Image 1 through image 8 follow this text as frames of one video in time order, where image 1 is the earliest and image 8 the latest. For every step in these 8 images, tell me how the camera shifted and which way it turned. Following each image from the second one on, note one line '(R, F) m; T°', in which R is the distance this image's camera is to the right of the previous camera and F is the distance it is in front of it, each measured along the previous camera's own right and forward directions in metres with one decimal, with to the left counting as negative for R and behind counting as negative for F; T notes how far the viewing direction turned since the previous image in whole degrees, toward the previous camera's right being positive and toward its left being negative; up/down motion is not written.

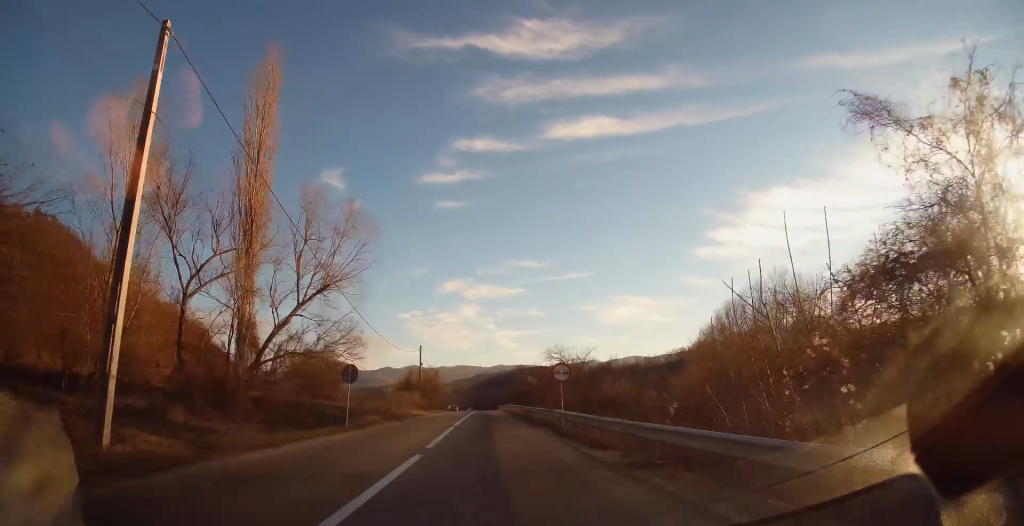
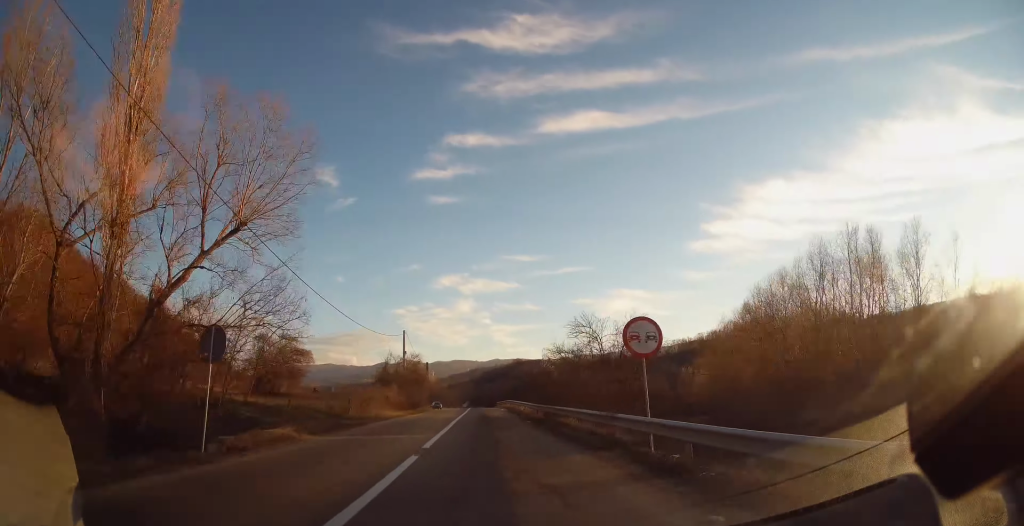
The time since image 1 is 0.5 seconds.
(0.0, +11.3) m; 0°
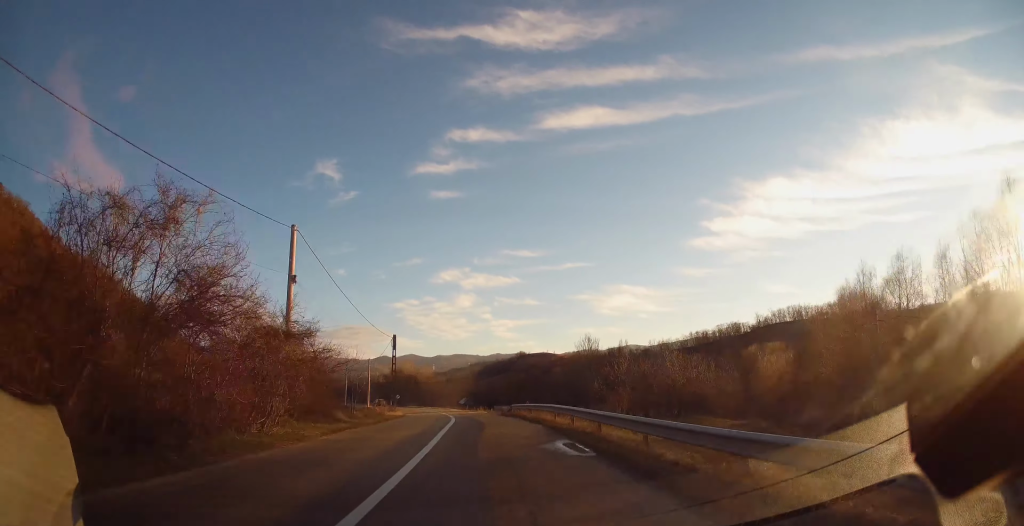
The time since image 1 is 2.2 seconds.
(+0.1, +36.3) m; -1°
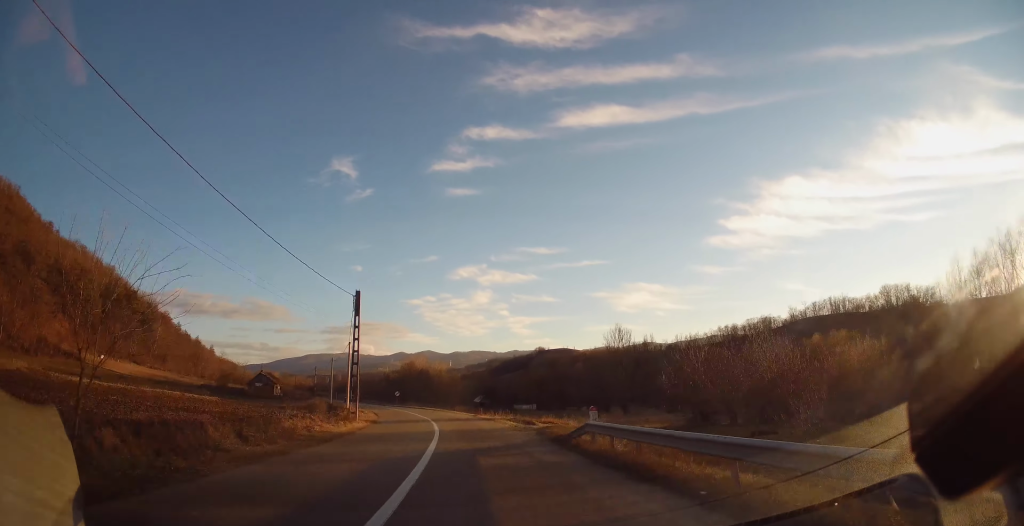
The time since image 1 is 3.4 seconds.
(-0.6, +24.9) m; -4°
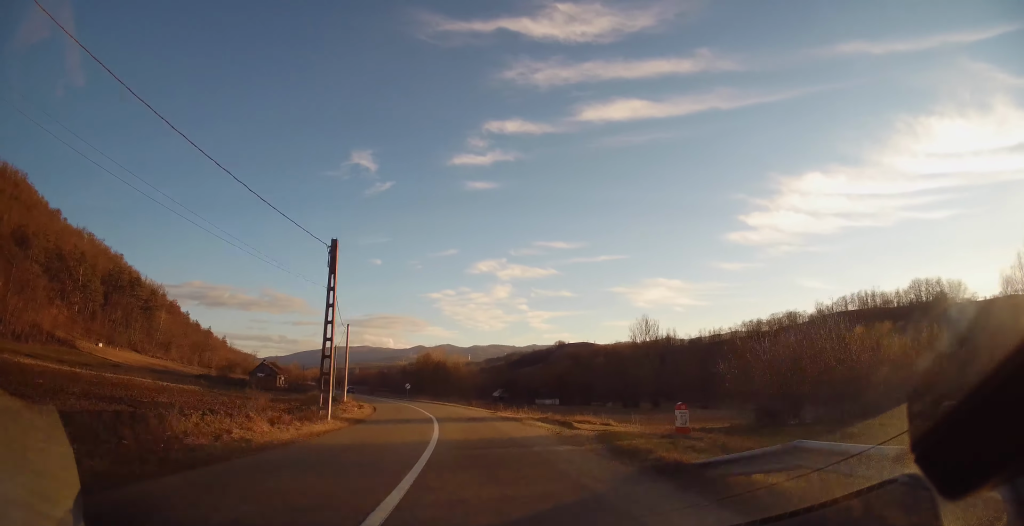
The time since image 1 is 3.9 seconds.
(+0.1, +10.2) m; -2°
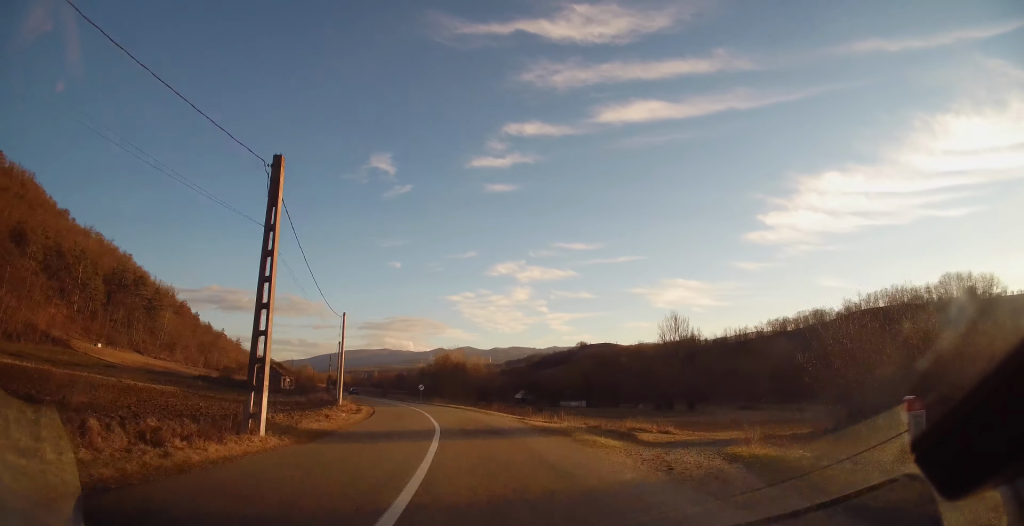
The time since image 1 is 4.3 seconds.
(-0.5, +9.5) m; -2°
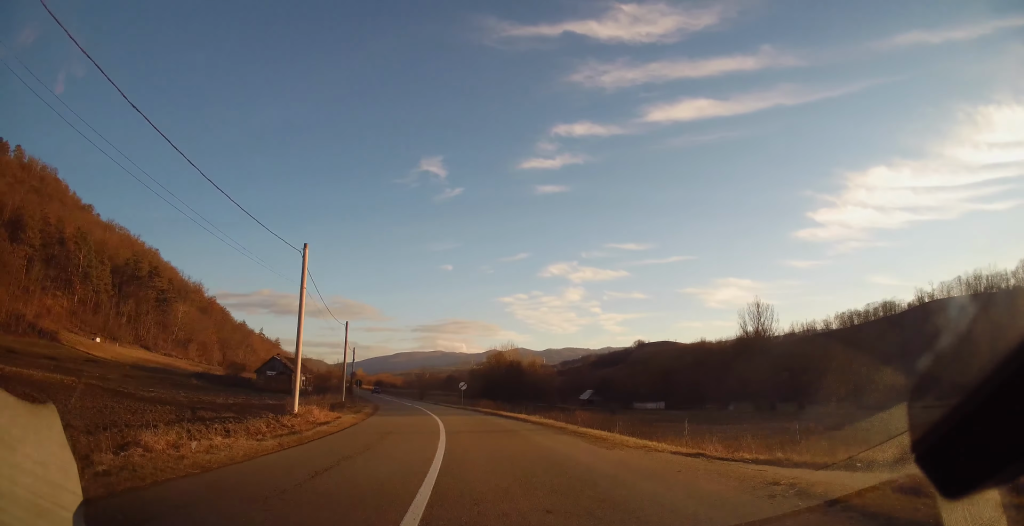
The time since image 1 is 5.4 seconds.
(-1.2, +21.9) m; -5°
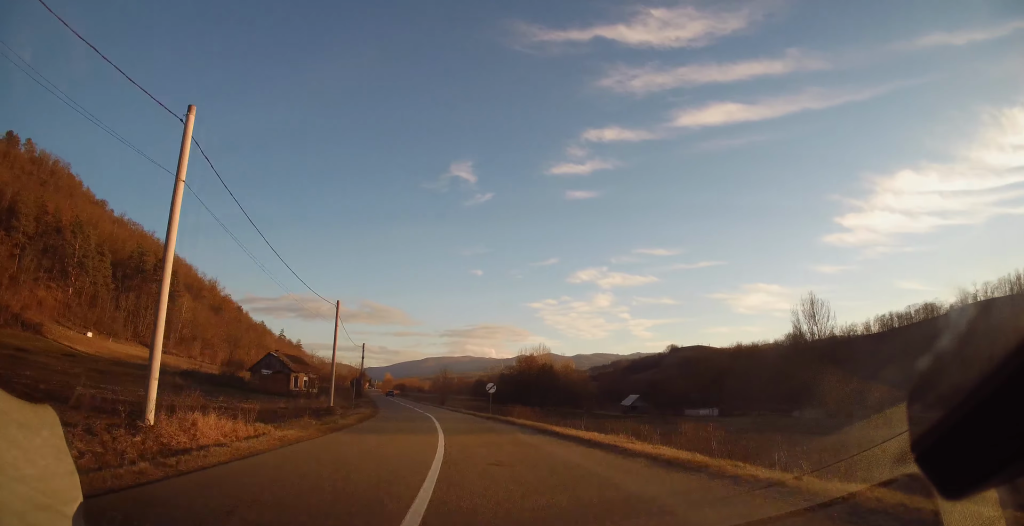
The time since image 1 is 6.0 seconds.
(-0.1, +13.3) m; -3°
